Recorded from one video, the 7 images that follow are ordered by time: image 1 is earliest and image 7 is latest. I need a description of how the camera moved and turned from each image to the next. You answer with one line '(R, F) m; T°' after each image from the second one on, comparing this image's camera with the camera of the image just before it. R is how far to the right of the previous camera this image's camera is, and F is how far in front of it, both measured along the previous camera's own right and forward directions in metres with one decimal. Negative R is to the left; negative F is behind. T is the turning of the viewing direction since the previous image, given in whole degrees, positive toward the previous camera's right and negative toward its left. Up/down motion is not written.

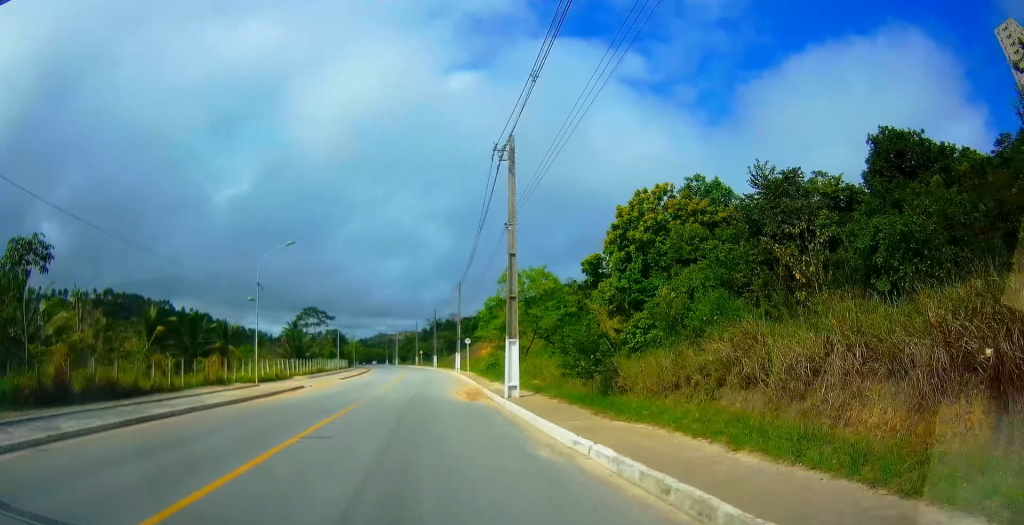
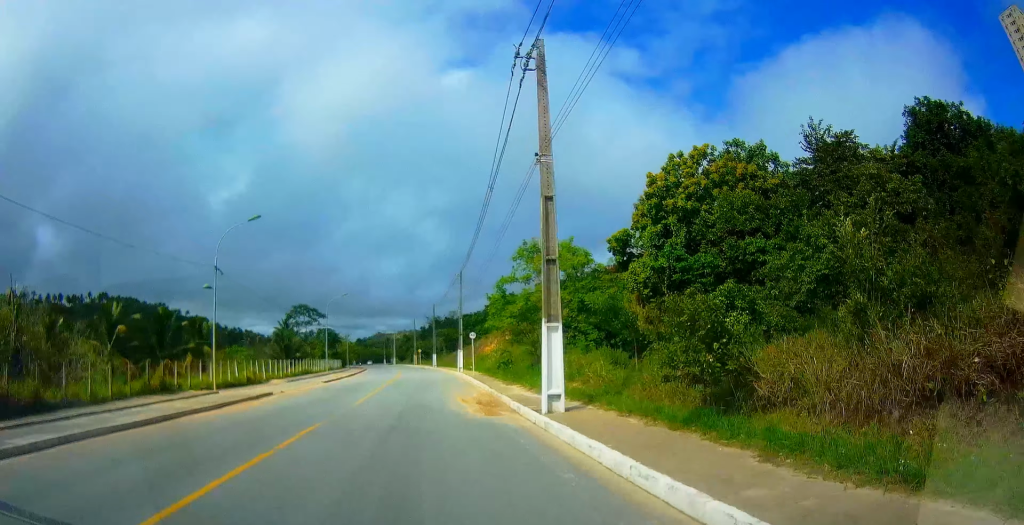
(+0.2, +7.1) m; 0°
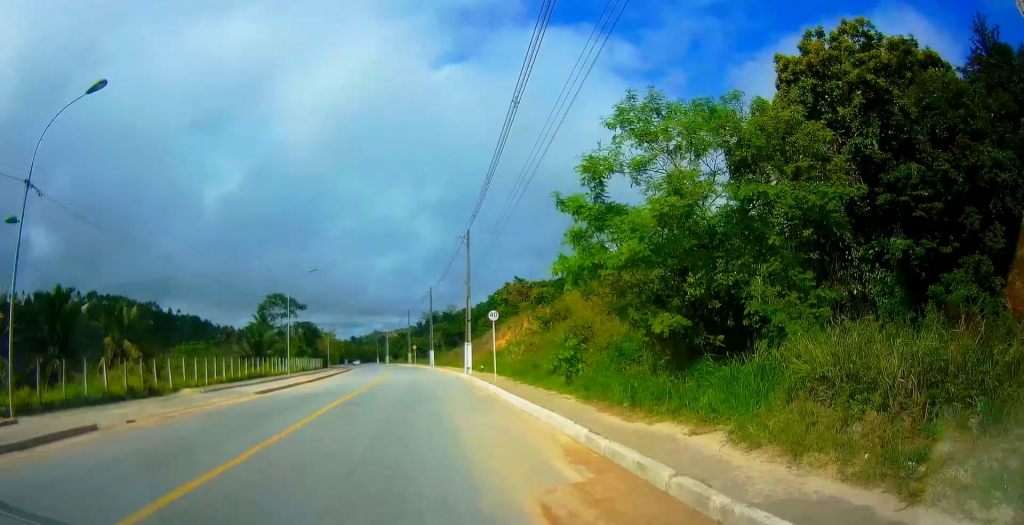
(-0.3, +16.0) m; -2°
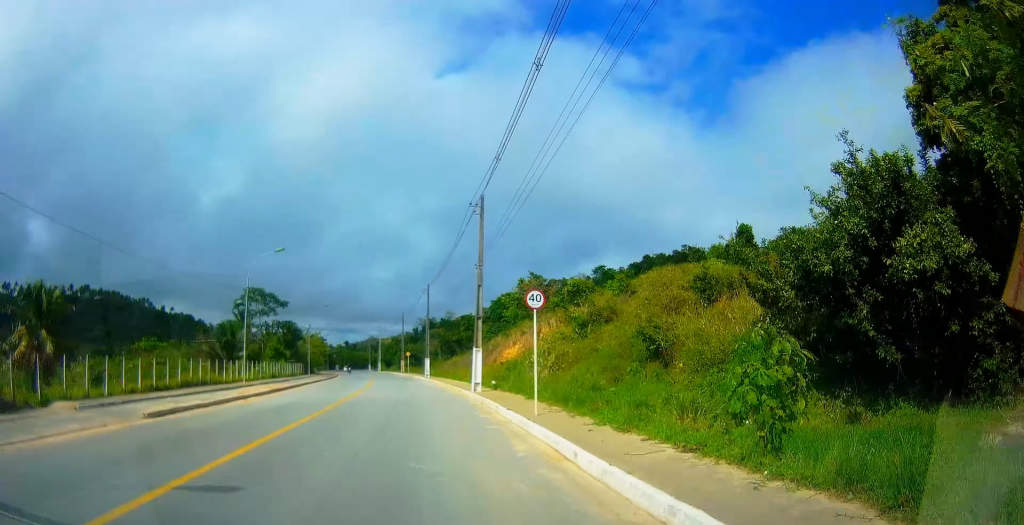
(-0.2, +10.8) m; -1°
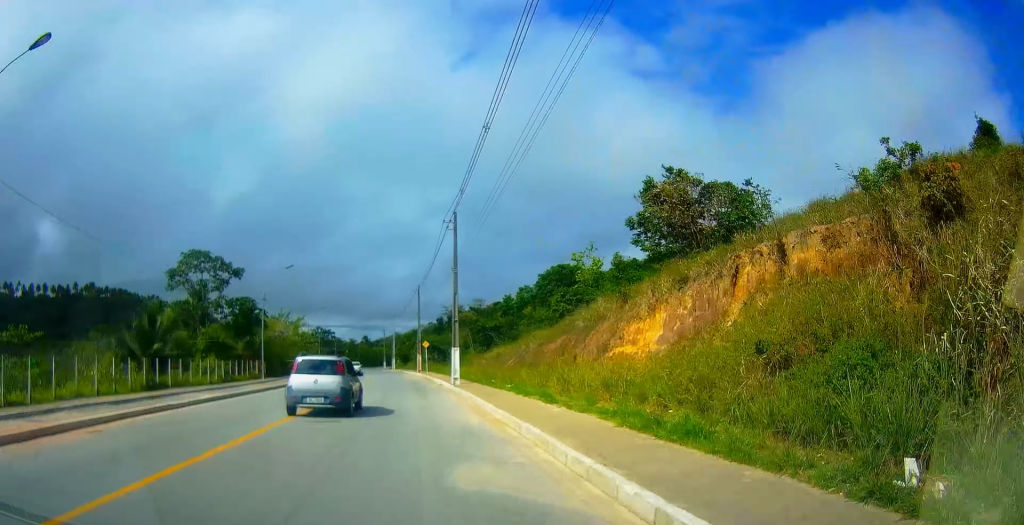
(-0.1, +28.2) m; -1°
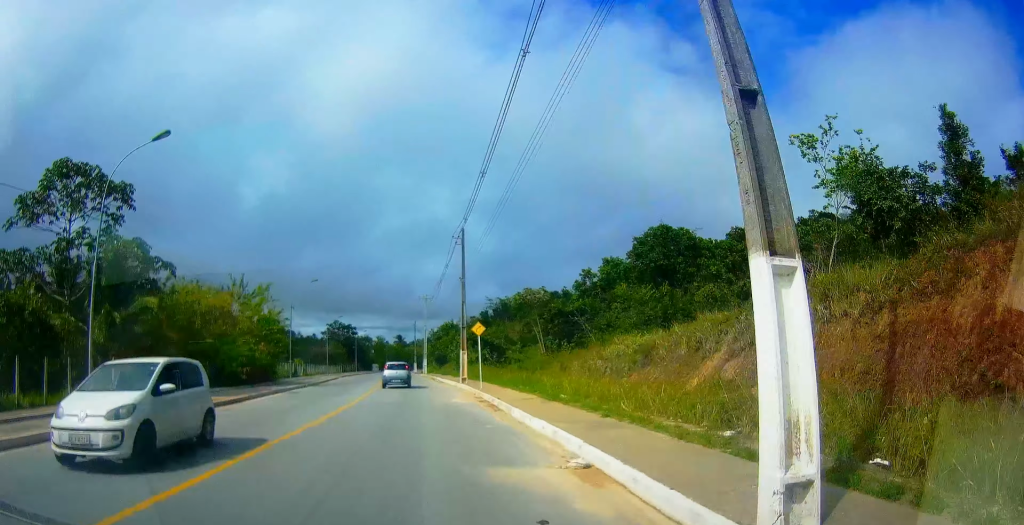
(-0.7, +28.0) m; -3°
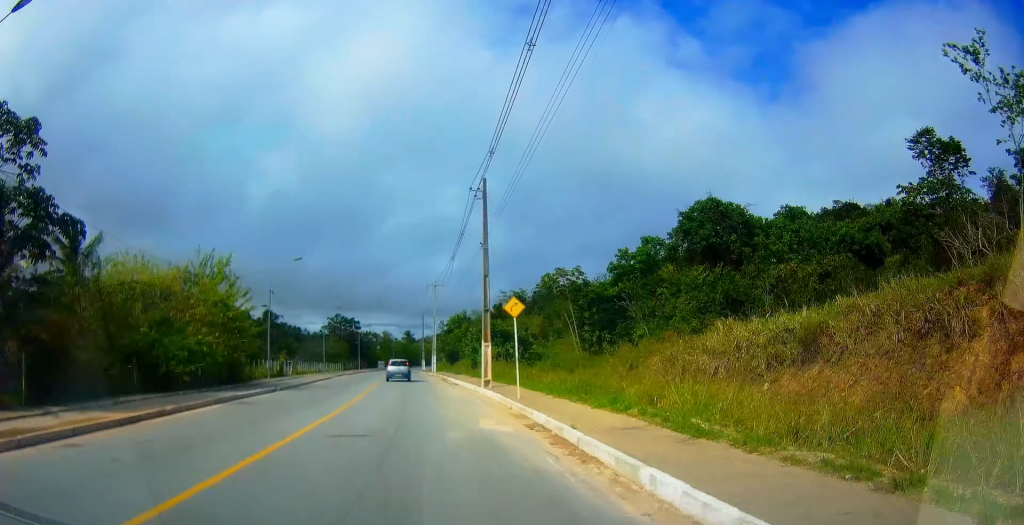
(-0.1, +9.9) m; -1°
